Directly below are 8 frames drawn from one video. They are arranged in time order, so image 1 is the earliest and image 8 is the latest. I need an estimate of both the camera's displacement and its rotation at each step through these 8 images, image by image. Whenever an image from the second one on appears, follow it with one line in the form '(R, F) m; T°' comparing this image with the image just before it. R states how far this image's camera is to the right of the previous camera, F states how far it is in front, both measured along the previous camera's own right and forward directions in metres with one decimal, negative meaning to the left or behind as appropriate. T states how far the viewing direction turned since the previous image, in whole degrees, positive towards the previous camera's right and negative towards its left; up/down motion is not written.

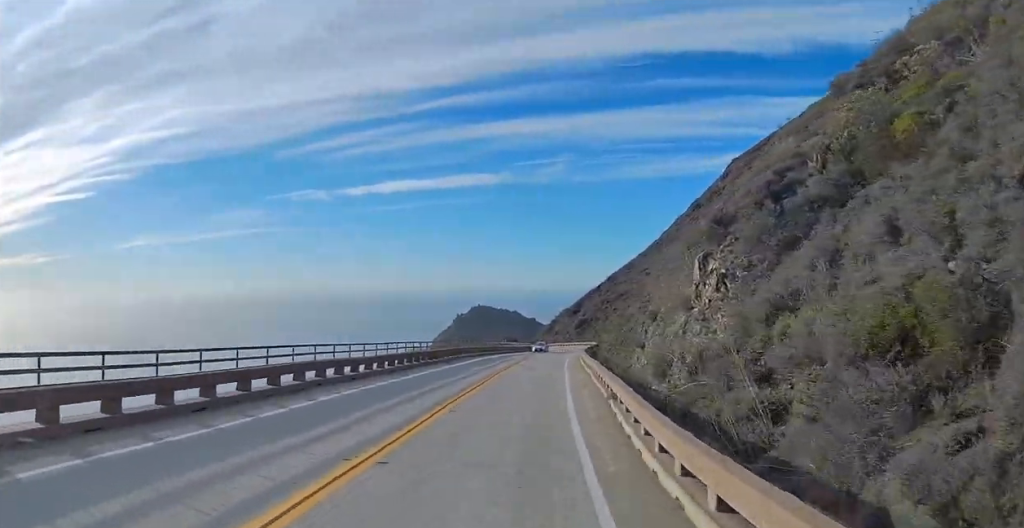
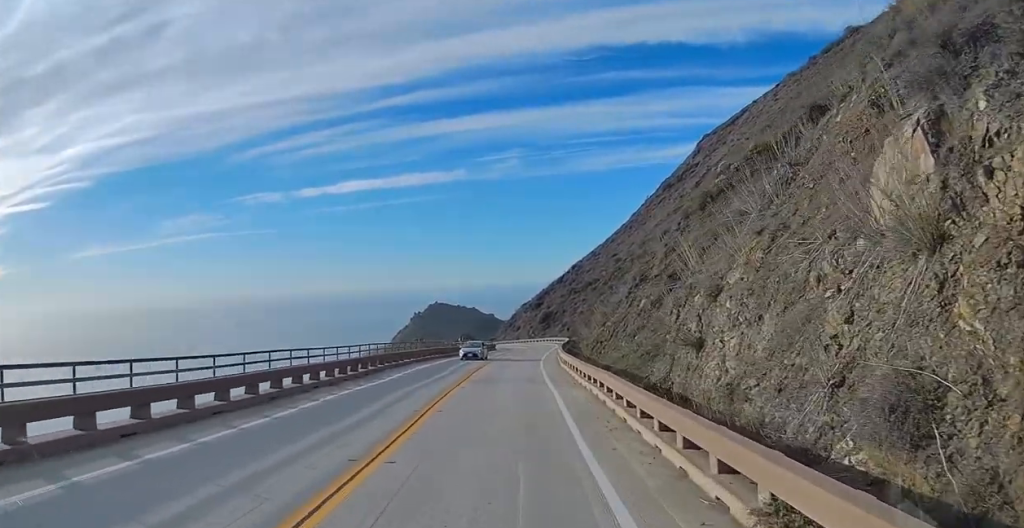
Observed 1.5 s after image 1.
(+0.5, +16.6) m; +4°
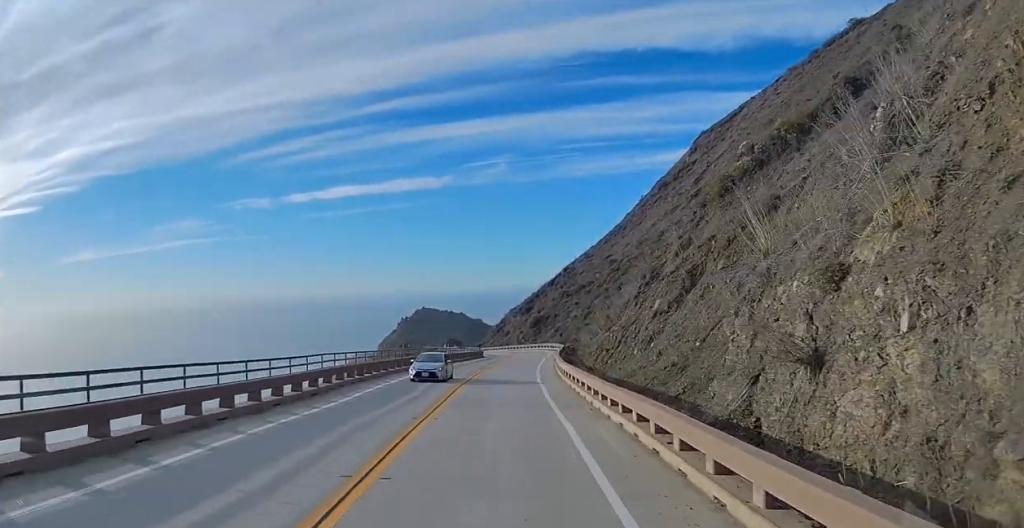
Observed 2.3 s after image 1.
(+1.8, +7.6) m; -4°
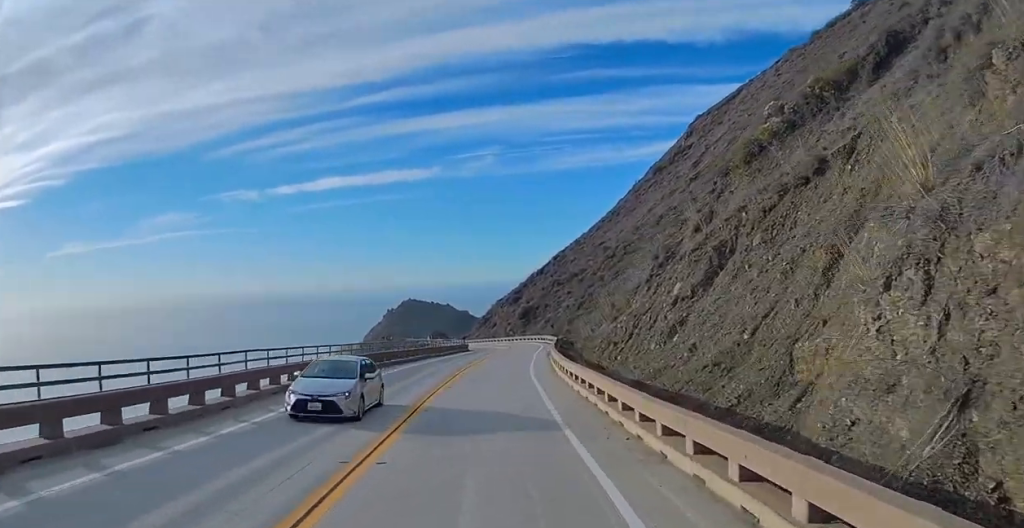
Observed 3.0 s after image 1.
(-2.0, +6.4) m; -4°
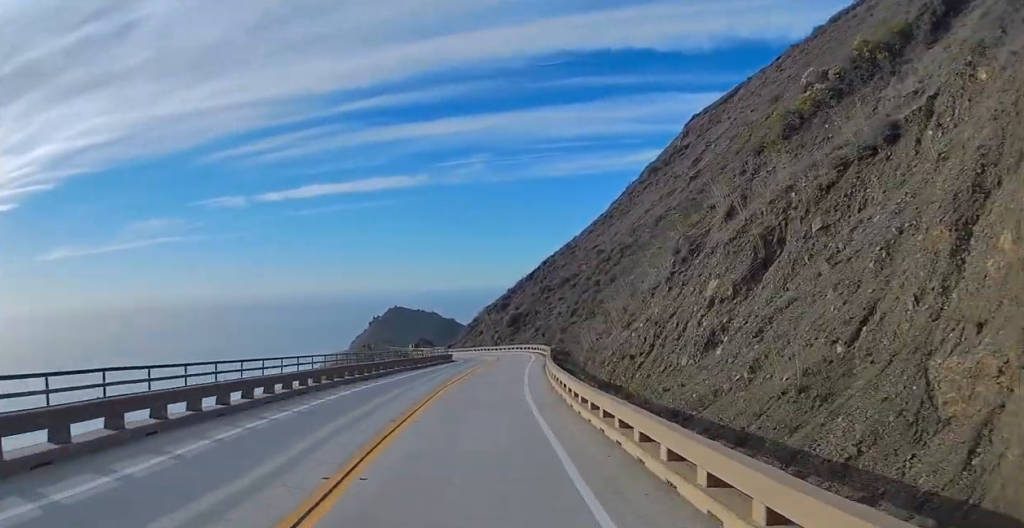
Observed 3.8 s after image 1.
(-1.1, +6.4) m; -2°
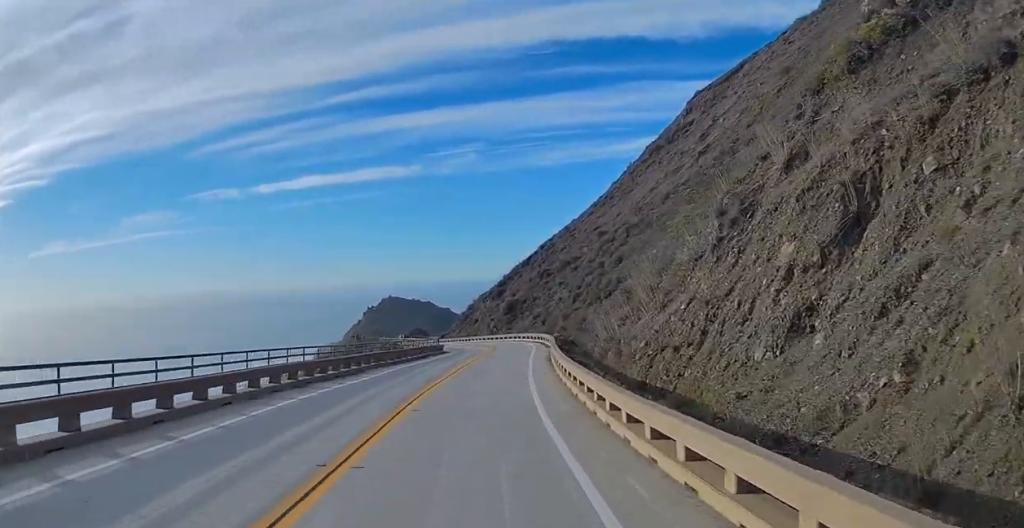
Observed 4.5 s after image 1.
(+1.3, +7.6) m; +6°
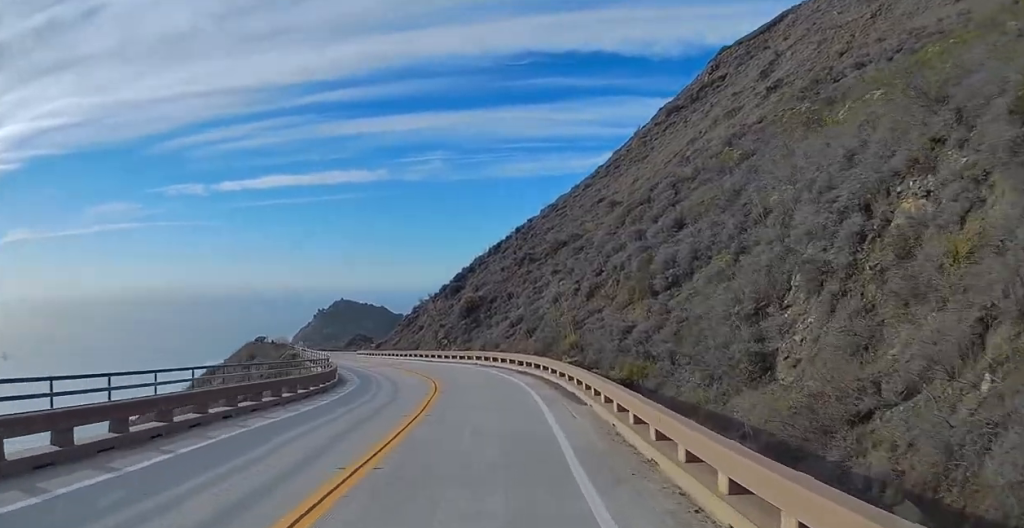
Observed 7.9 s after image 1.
(+2.3, +36.7) m; +3°
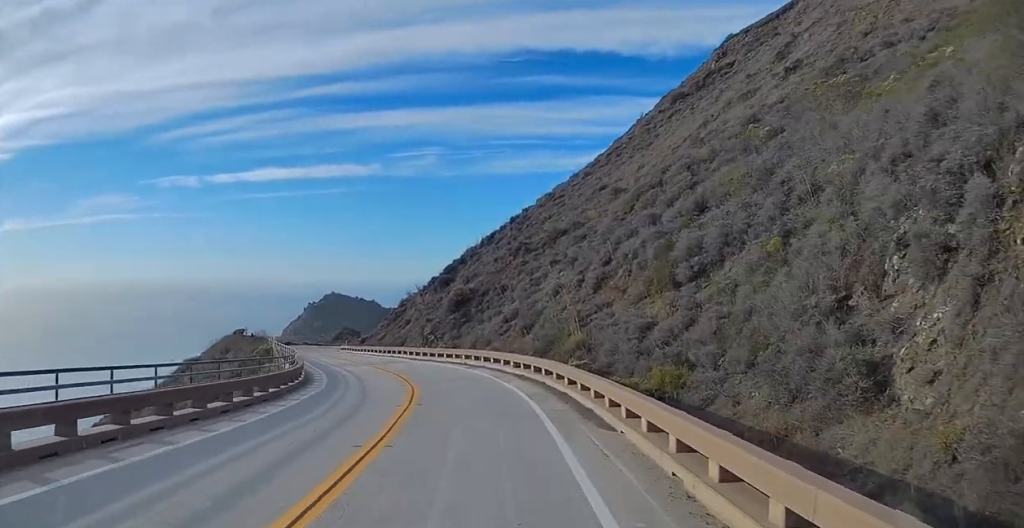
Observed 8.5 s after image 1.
(-0.1, +5.6) m; -1°
